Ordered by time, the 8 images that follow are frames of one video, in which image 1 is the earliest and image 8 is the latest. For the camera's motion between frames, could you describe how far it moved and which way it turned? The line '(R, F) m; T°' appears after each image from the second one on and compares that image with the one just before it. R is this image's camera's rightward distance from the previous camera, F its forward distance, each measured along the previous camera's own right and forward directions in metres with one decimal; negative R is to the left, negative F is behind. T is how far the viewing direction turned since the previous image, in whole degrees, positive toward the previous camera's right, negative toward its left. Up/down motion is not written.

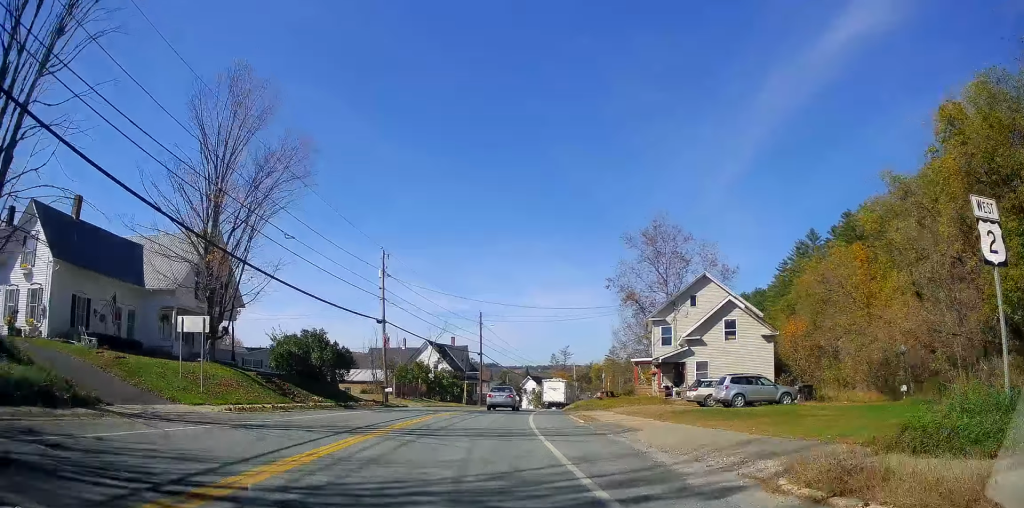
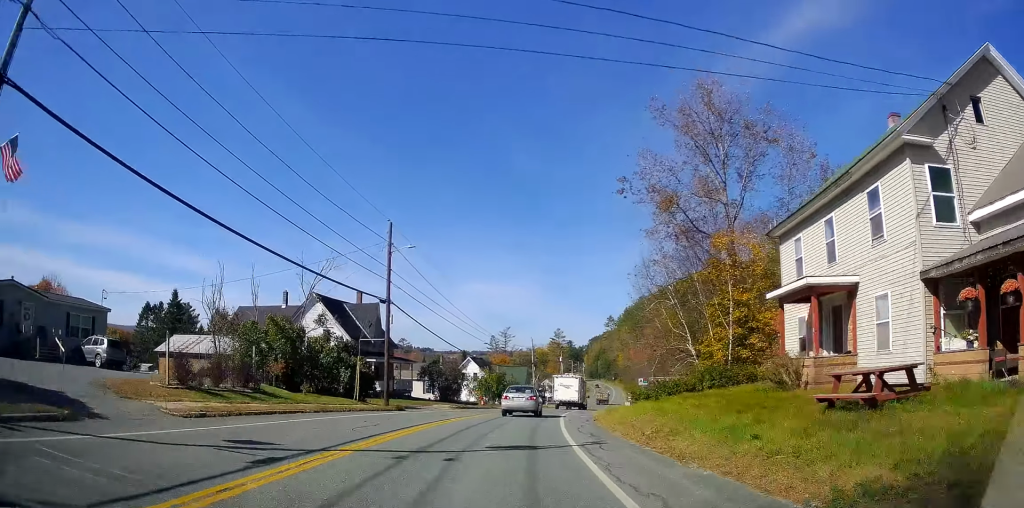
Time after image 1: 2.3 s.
(+0.5, +34.3) m; +7°
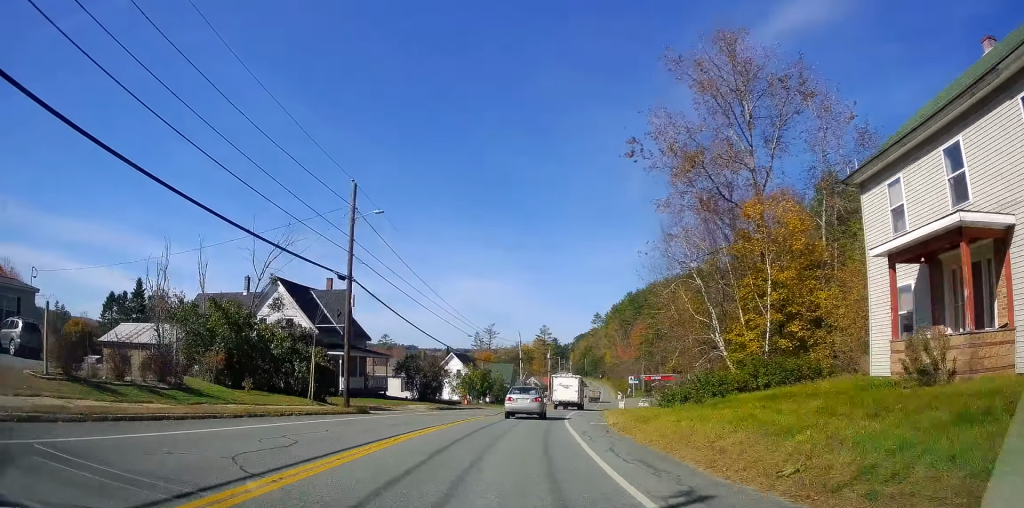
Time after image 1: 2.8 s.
(-0.3, +7.5) m; +4°
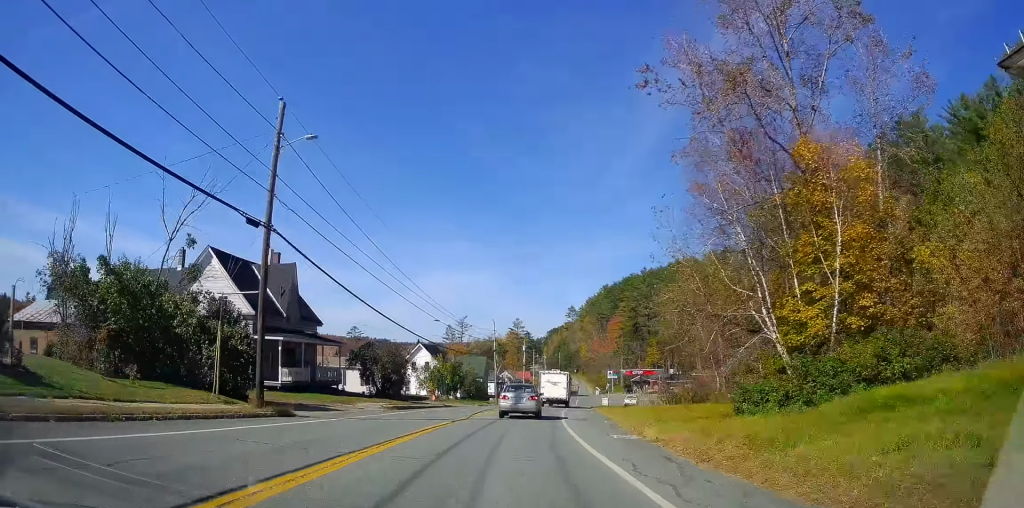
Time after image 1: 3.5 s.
(+1.2, +9.0) m; +5°
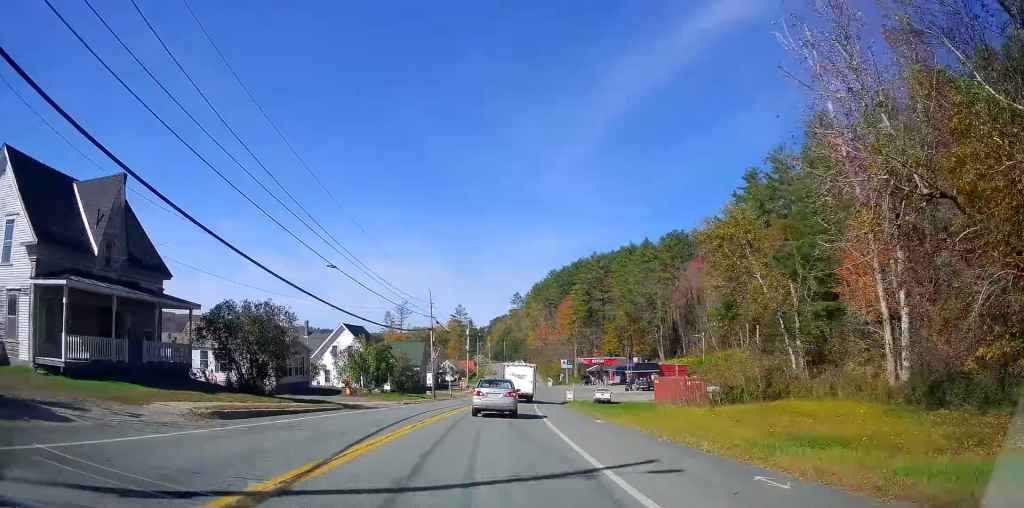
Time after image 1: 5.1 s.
(+0.4, +18.7) m; +3°
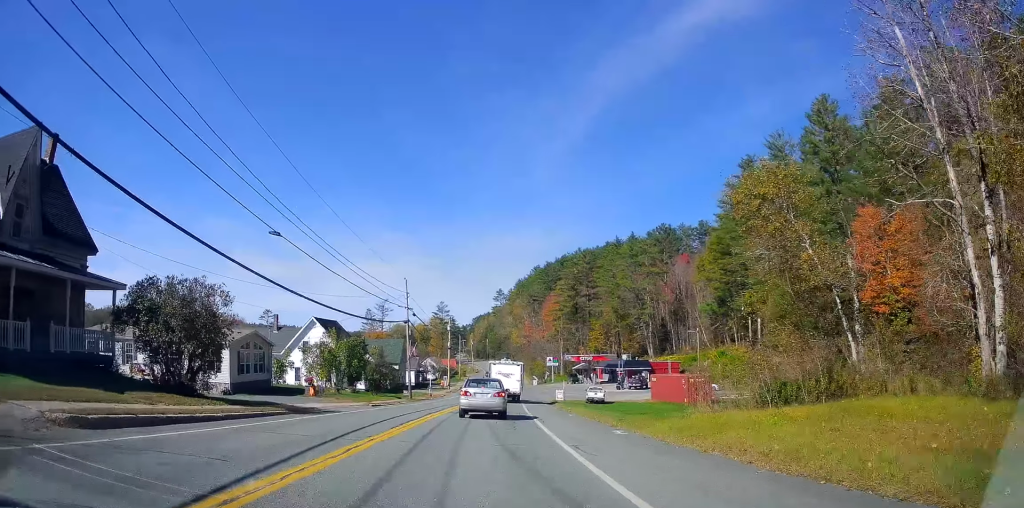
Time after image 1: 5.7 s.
(+0.1, +6.2) m; +2°
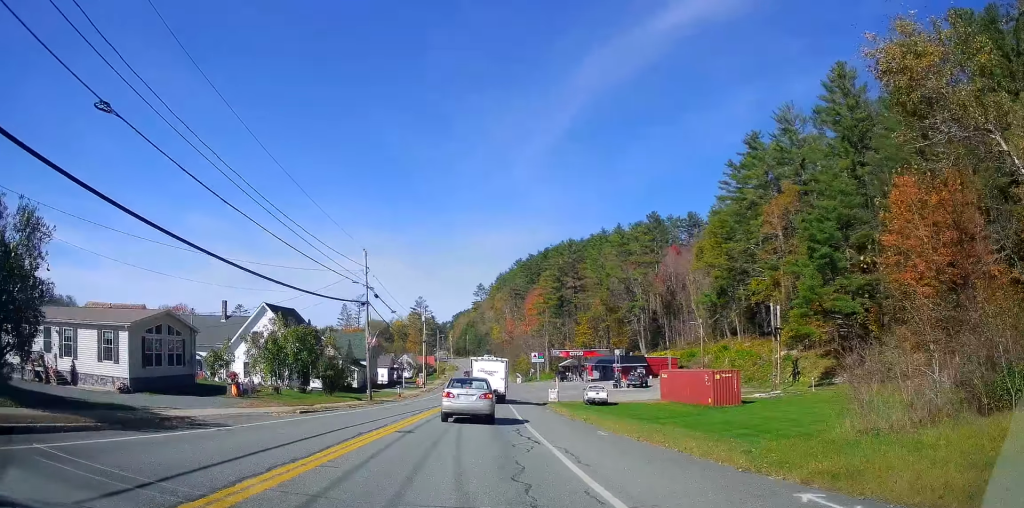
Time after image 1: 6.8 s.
(+0.5, +11.7) m; +7°
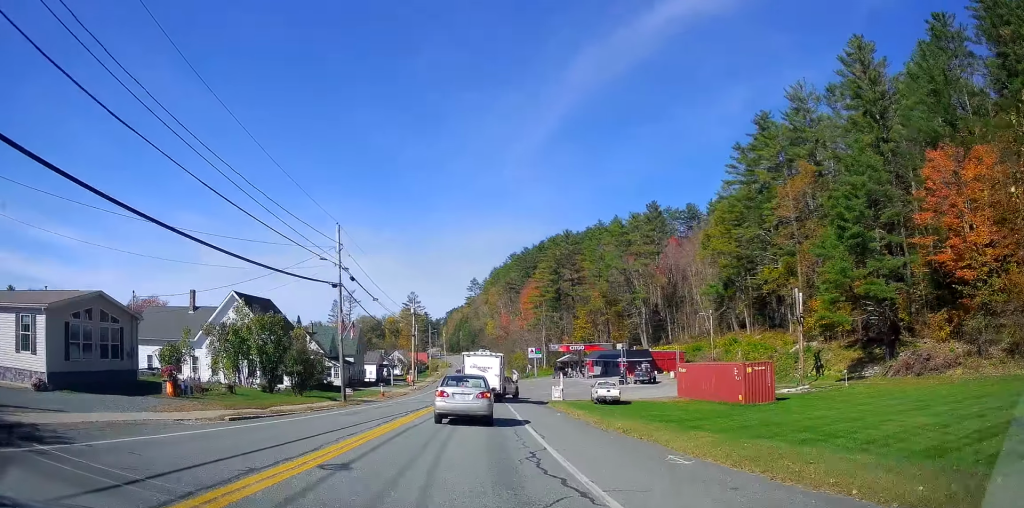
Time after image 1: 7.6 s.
(+0.5, +7.4) m; +1°
